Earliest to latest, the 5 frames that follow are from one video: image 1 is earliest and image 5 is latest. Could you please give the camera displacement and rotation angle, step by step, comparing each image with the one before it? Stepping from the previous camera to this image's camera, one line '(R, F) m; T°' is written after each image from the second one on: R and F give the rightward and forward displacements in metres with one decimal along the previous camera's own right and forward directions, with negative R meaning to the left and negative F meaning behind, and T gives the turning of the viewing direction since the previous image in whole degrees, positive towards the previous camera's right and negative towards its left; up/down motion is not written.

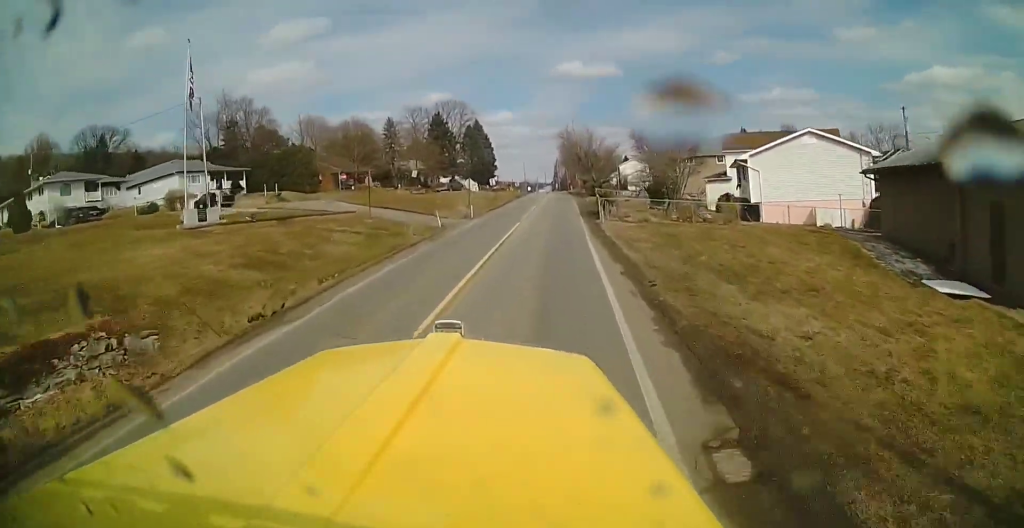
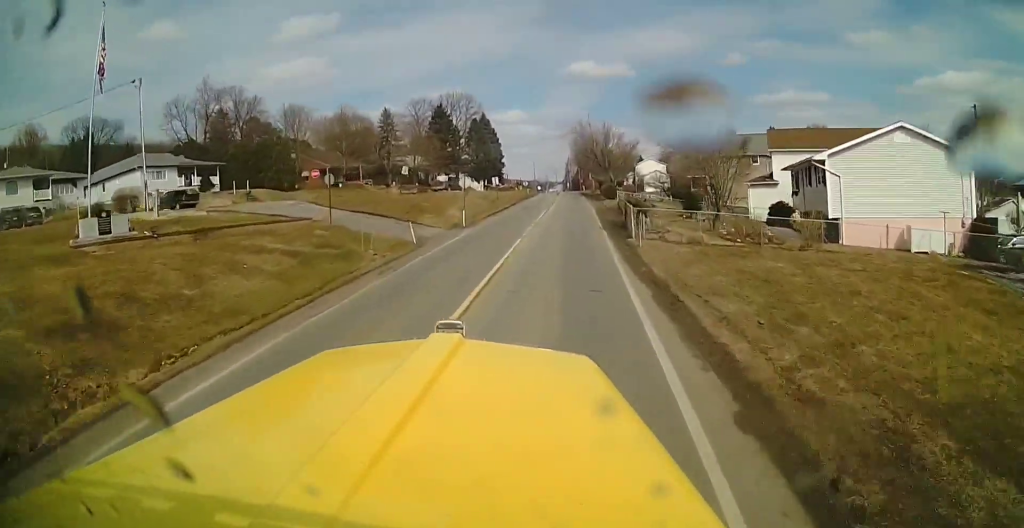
(+0.1, +9.1) m; -1°
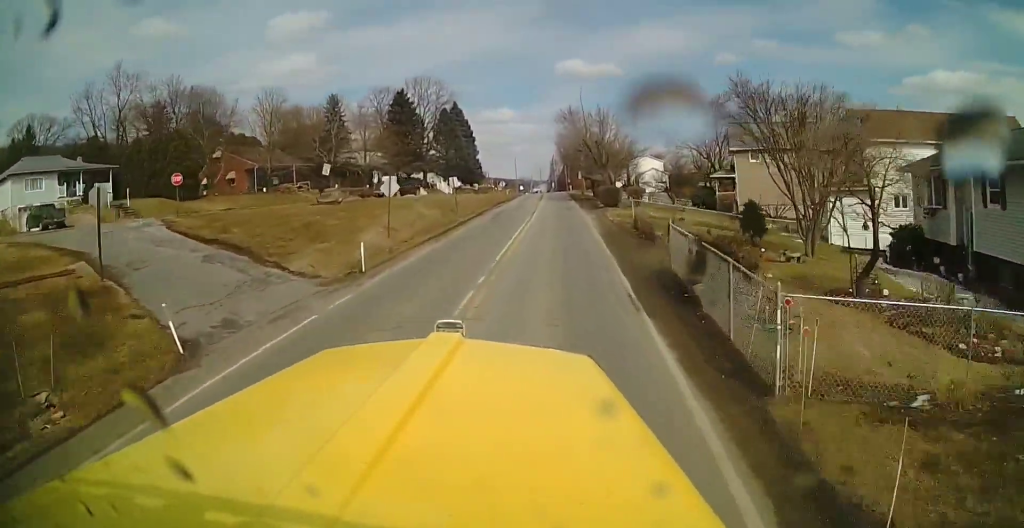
(-0.5, +16.3) m; -2°
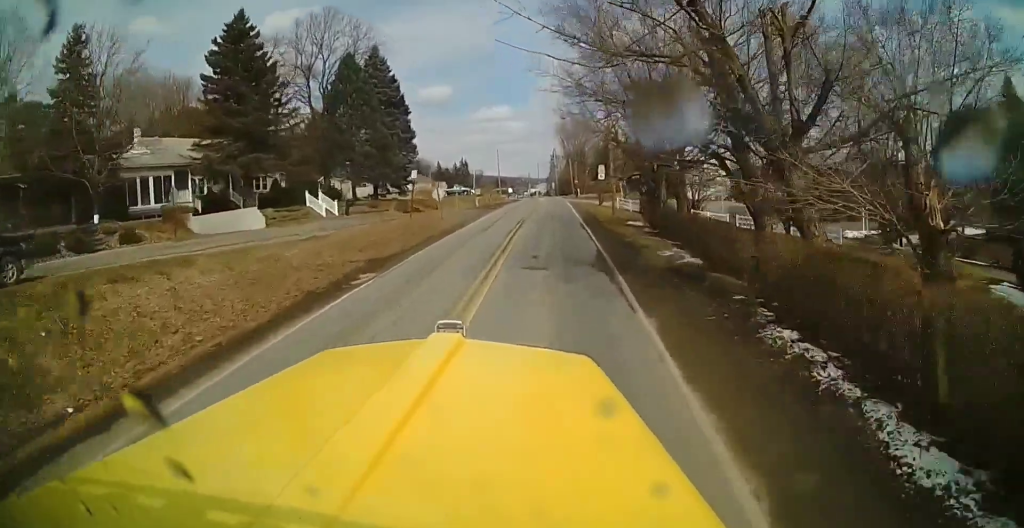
(+1.0, +44.8) m; +3°
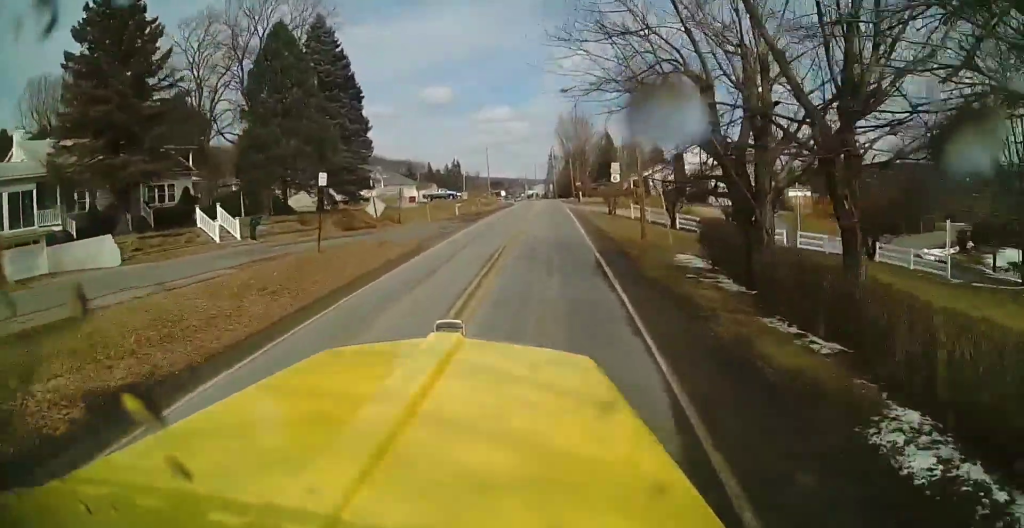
(+0.1, +13.1) m; 0°
